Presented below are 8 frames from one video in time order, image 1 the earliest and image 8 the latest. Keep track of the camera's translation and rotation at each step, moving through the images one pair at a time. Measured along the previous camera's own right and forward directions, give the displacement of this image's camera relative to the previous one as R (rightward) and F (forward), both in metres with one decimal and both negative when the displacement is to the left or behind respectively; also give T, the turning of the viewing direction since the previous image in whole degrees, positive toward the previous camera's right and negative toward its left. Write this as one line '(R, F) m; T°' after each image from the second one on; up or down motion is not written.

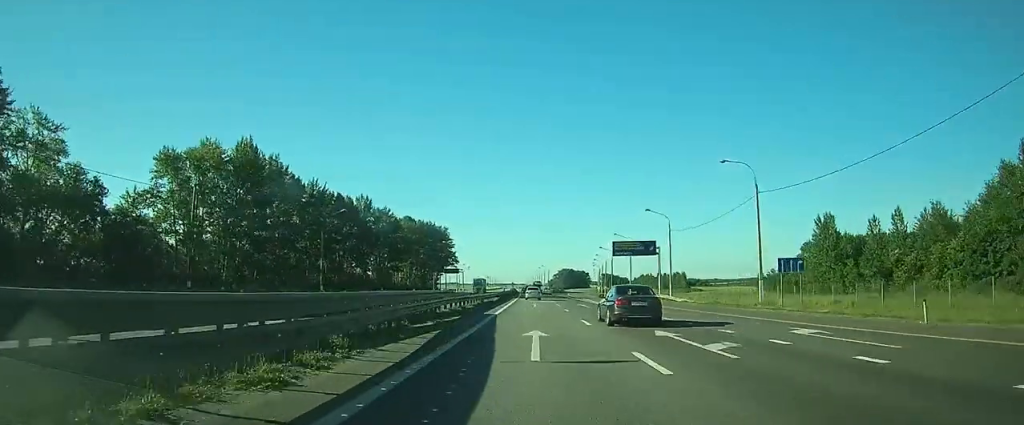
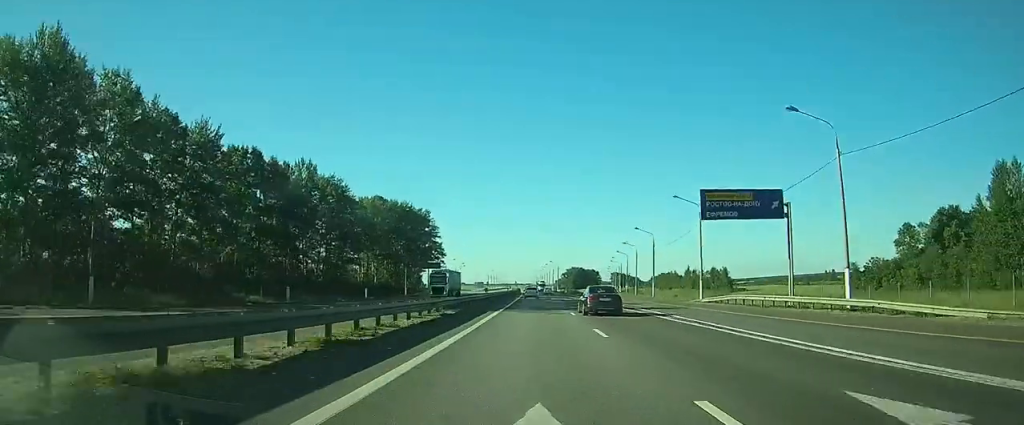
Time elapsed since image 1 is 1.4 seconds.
(-0.3, +41.0) m; -1°
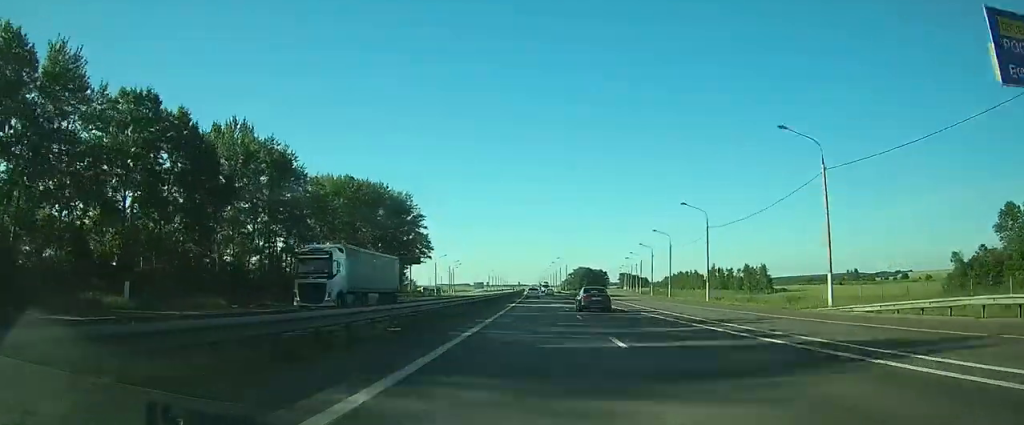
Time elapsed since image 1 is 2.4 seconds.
(-0.2, +26.8) m; 0°
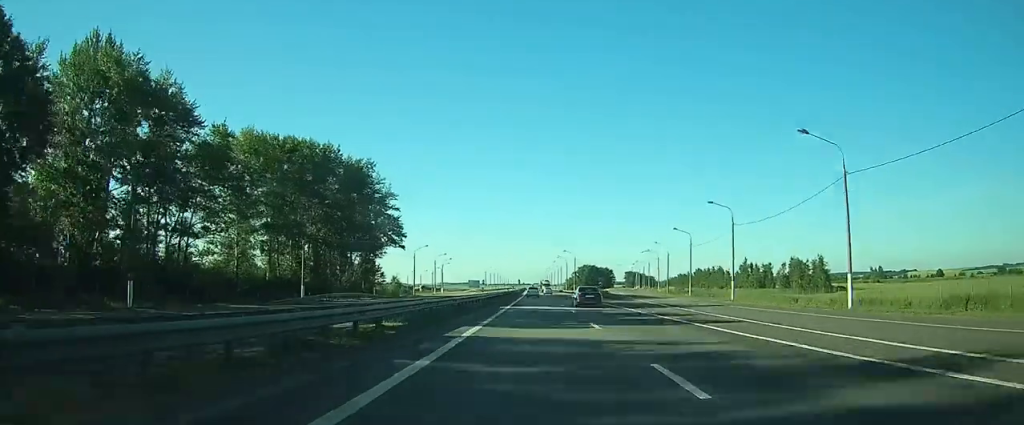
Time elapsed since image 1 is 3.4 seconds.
(0.0, +29.7) m; 0°
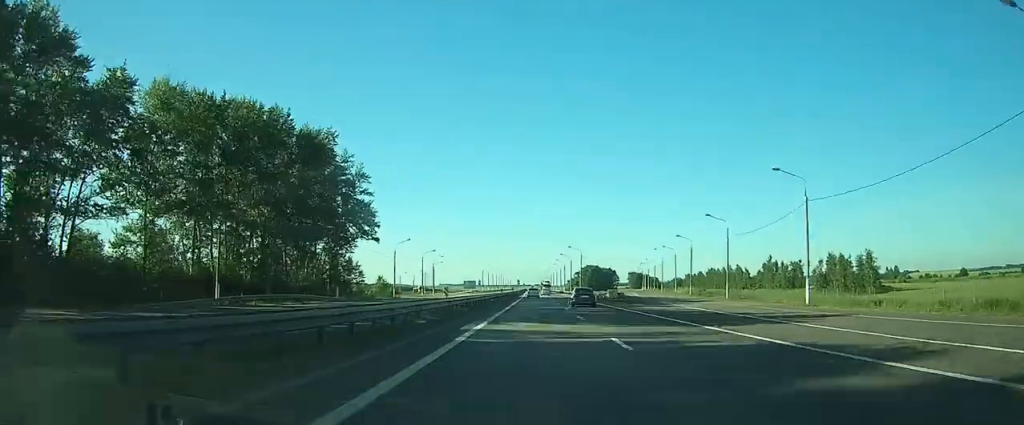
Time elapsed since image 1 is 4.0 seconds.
(0.0, +18.2) m; 0°
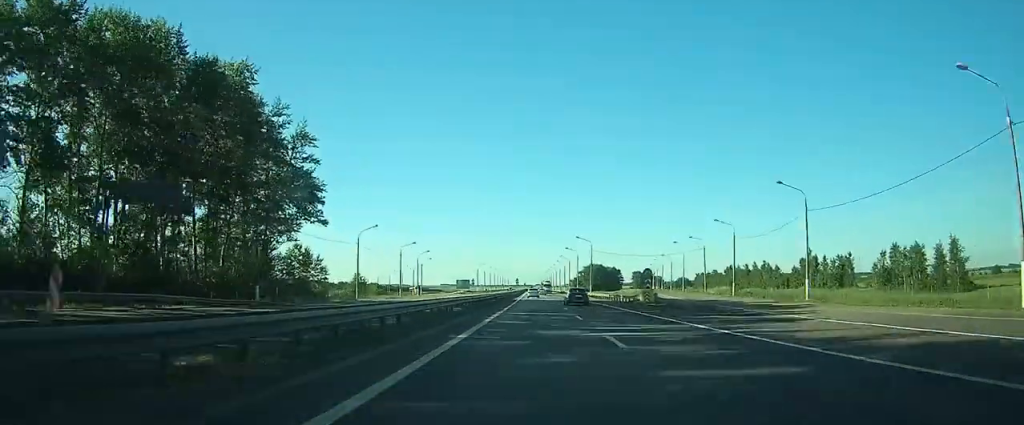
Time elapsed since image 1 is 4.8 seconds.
(0.0, +23.0) m; 0°
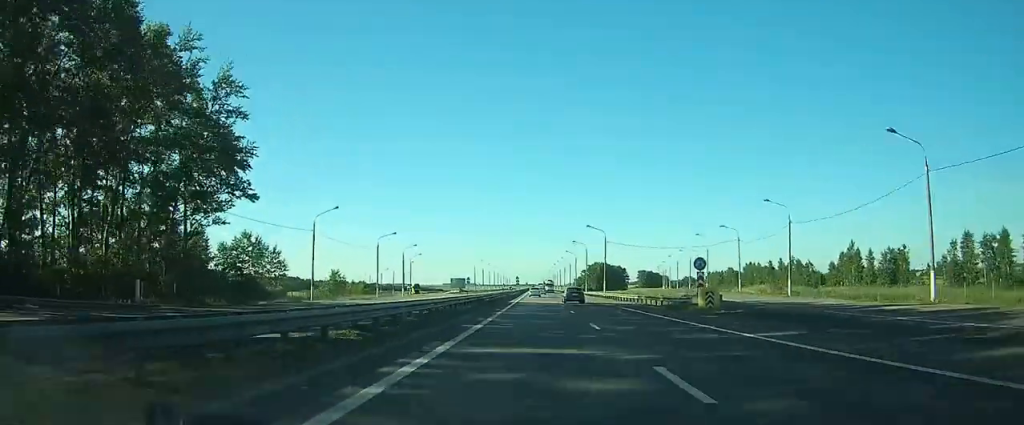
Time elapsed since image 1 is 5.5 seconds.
(-0.1, +18.2) m; 0°
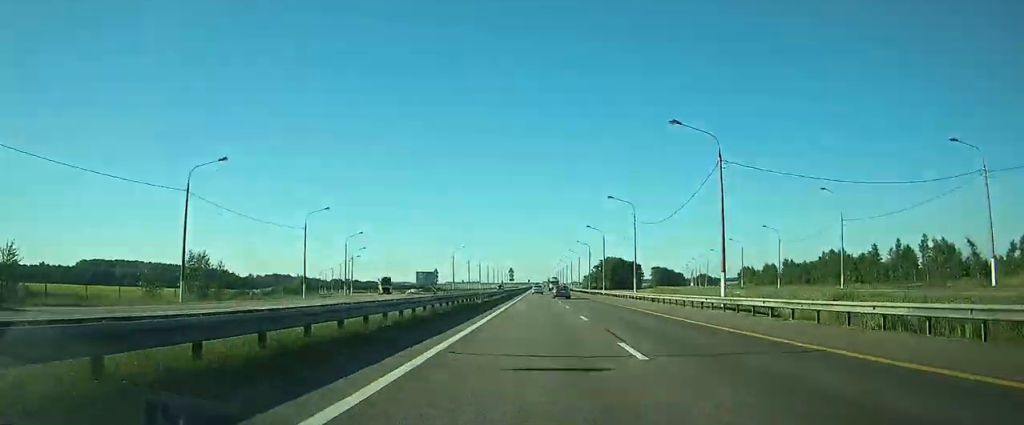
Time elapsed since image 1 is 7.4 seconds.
(-0.1, +55.6) m; 0°
